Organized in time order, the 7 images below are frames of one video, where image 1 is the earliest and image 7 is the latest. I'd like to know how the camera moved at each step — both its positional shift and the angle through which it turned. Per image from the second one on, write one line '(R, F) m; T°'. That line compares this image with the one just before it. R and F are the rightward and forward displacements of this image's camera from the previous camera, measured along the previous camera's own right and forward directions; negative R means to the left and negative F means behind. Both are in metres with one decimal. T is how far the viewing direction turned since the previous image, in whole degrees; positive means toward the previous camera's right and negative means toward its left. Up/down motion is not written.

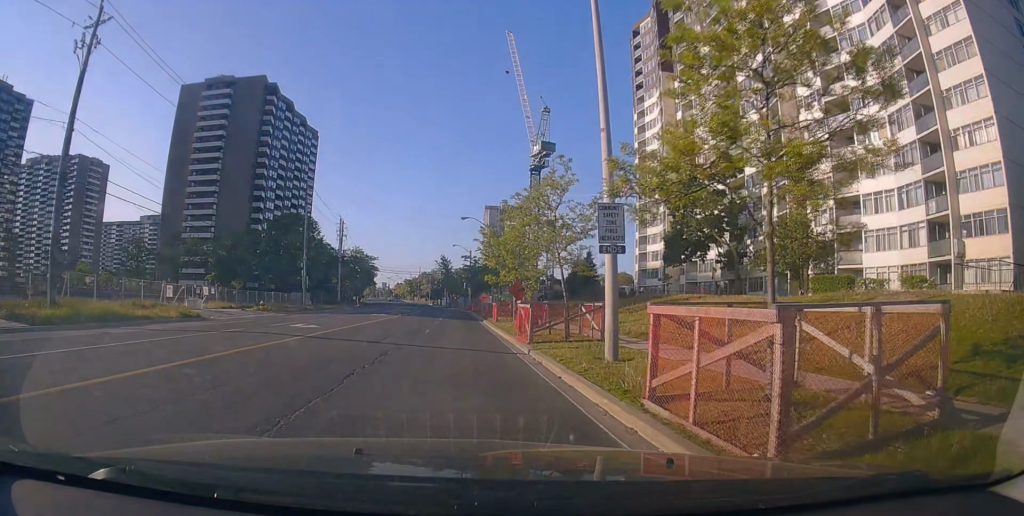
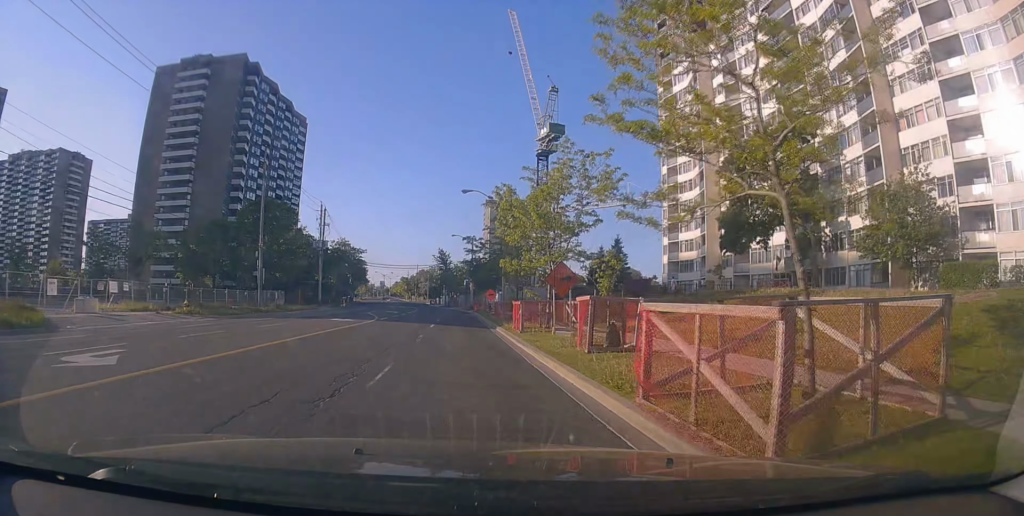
(+0.2, +14.3) m; +2°
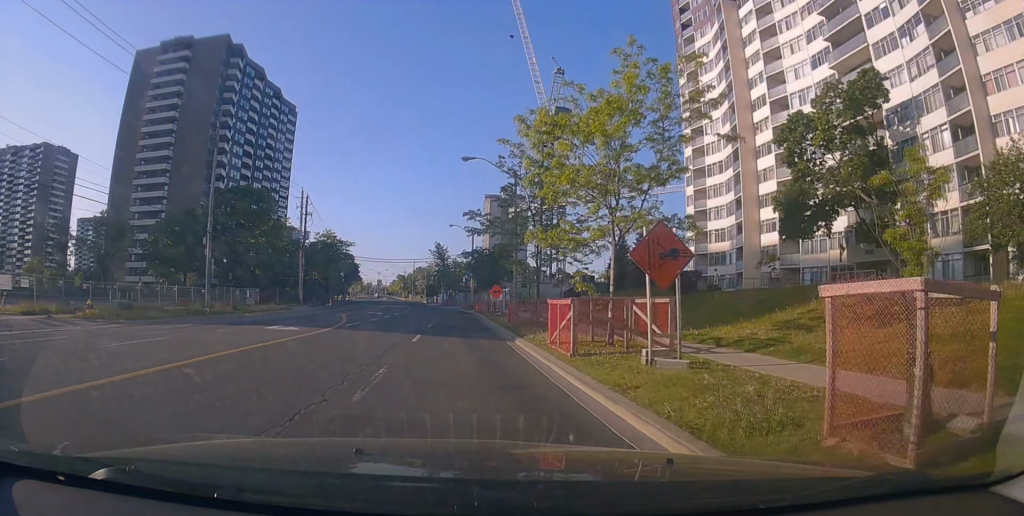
(+0.2, +11.2) m; +1°
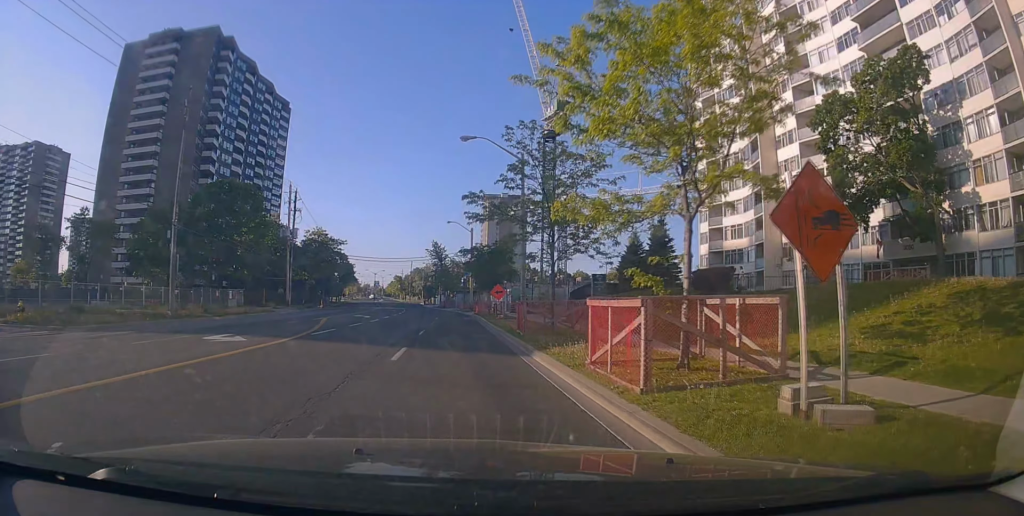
(0.0, +5.3) m; 0°
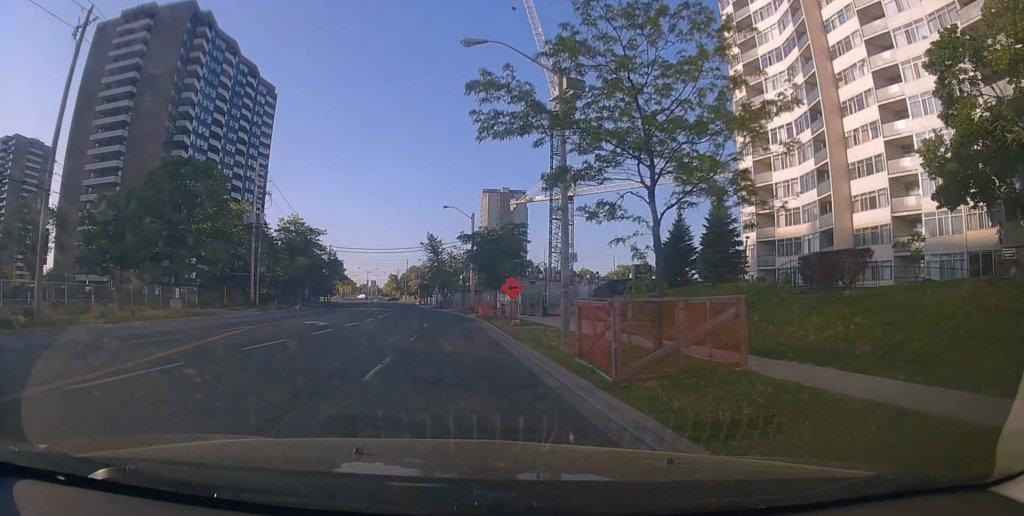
(+0.1, +11.9) m; 0°
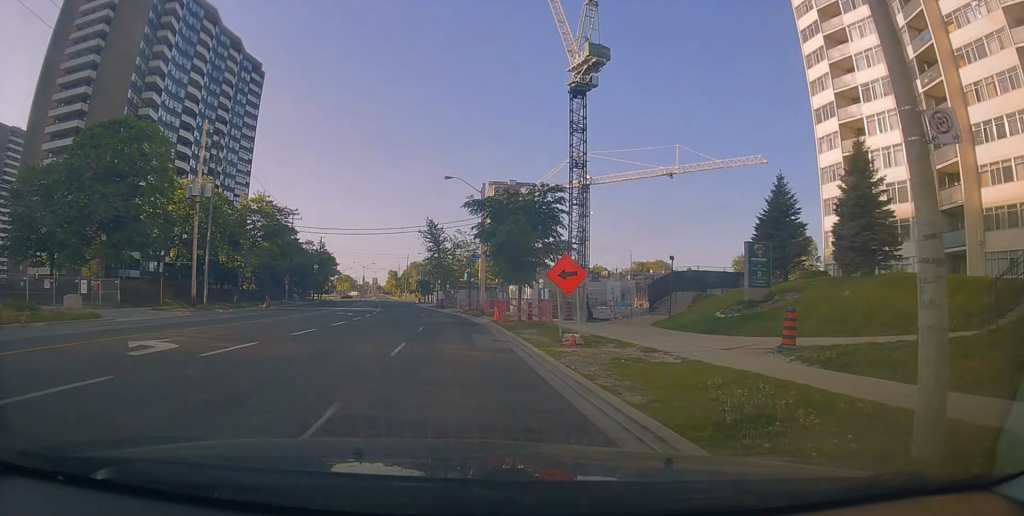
(0.0, +12.5) m; -1°
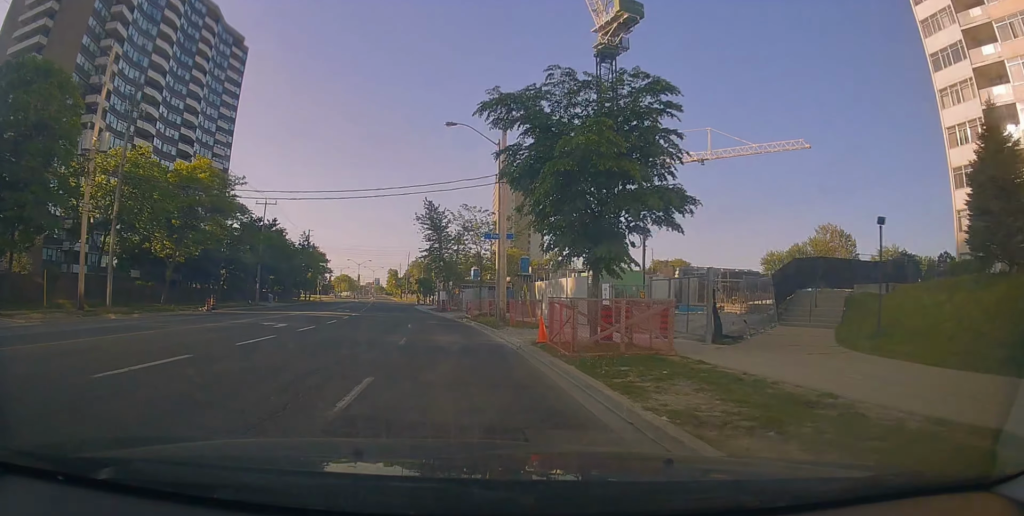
(-0.3, +13.0) m; -2°
